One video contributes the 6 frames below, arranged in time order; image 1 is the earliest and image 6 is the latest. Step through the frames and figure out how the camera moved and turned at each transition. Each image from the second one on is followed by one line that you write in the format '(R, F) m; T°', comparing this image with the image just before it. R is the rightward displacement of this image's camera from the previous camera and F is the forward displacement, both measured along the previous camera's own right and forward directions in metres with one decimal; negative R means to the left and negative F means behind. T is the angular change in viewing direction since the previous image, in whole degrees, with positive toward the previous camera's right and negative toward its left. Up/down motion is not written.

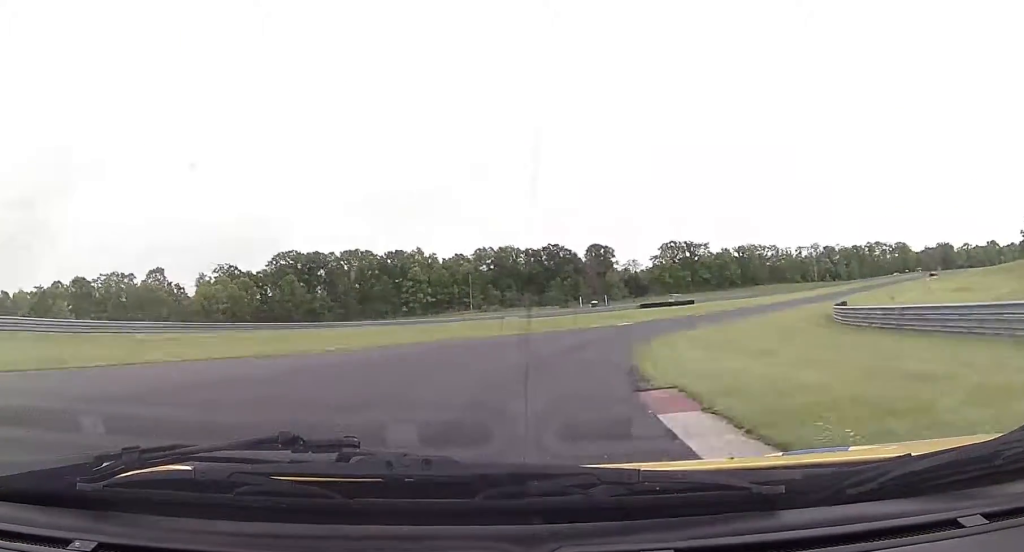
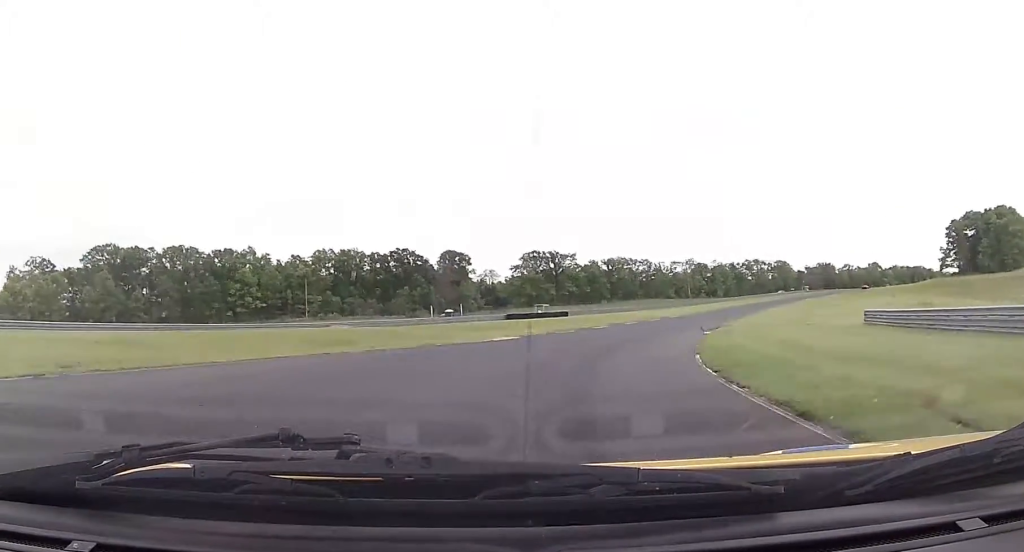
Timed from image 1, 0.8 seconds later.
(+2.6, +26.9) m; +12°
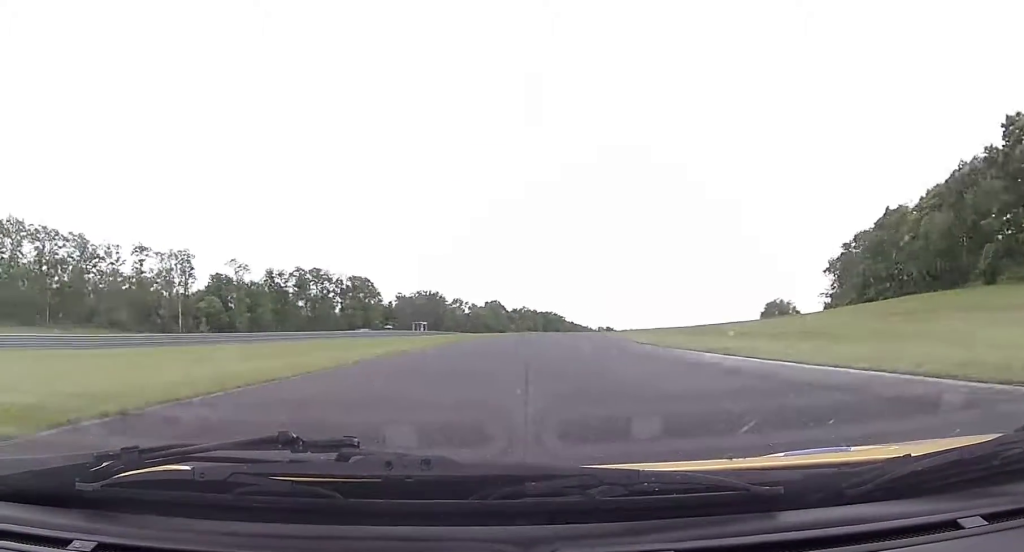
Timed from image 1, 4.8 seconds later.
(+53.3, +146.9) m; +34°
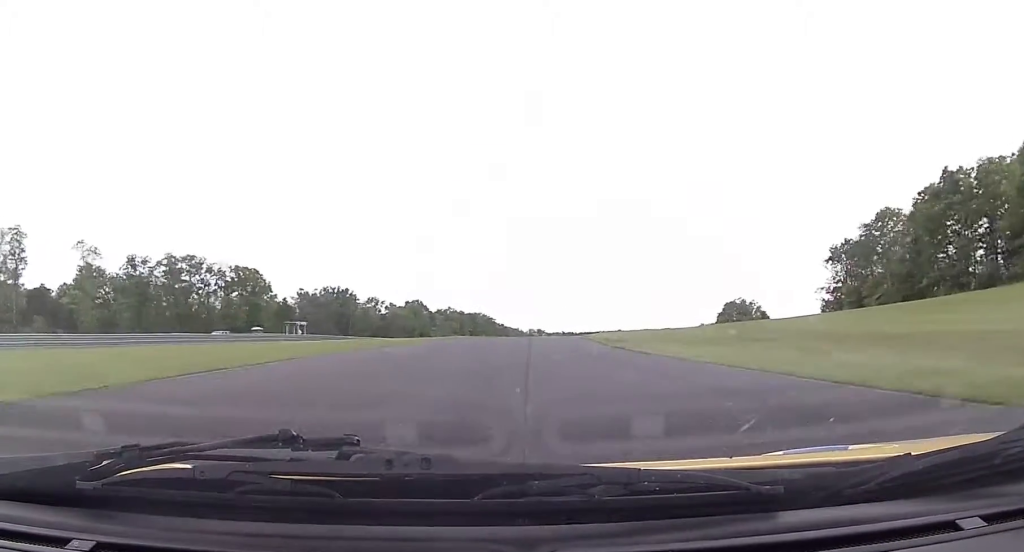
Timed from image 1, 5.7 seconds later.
(+1.9, +37.4) m; +5°
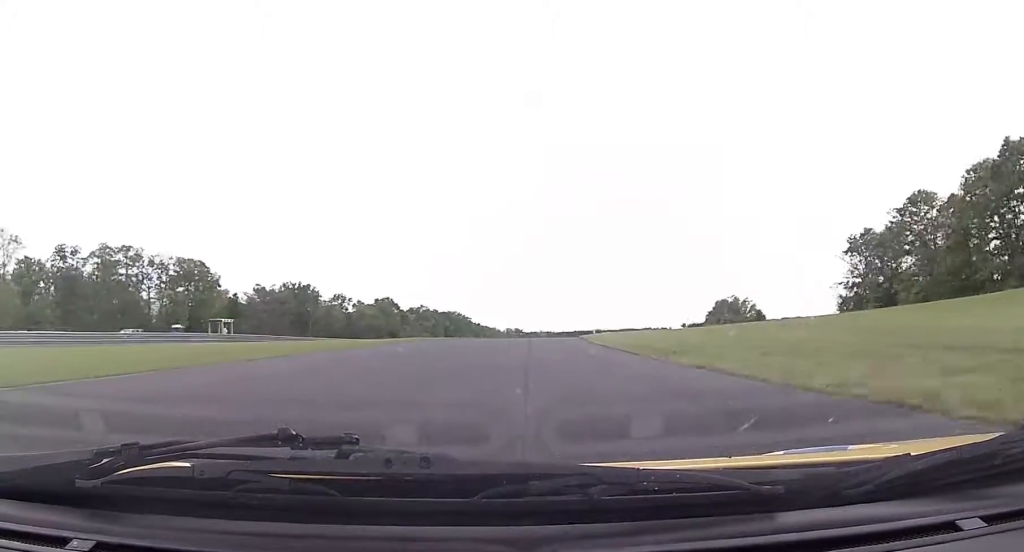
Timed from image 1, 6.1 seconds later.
(+0.6, +17.5) m; +2°
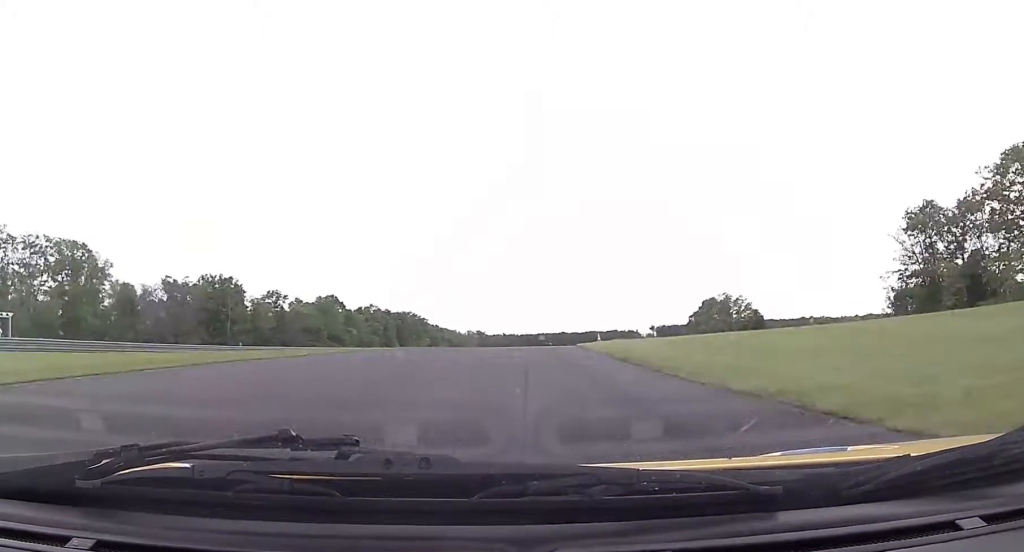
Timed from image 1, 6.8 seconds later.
(+0.6, +30.7) m; +3°
